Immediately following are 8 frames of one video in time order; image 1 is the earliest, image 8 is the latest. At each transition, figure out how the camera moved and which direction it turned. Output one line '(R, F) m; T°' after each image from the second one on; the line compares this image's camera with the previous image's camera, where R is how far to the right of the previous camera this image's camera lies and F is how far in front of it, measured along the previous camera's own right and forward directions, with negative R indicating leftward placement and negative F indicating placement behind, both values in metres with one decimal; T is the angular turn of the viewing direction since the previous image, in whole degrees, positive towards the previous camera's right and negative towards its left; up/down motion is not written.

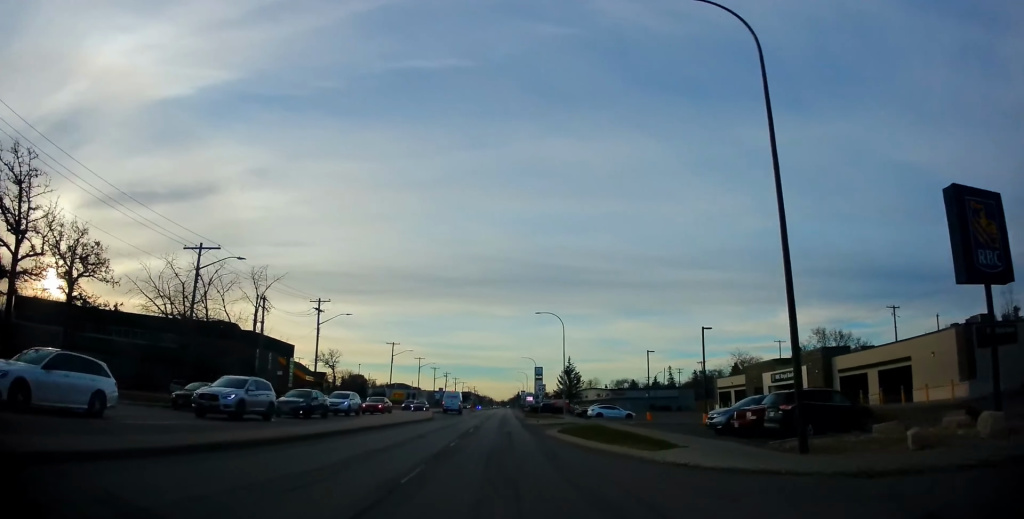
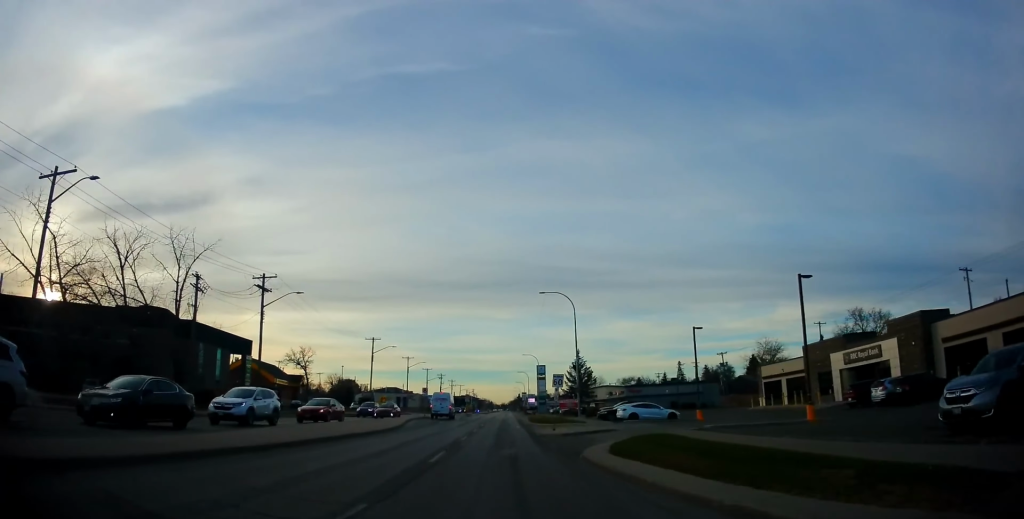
(+0.1, +14.2) m; 0°
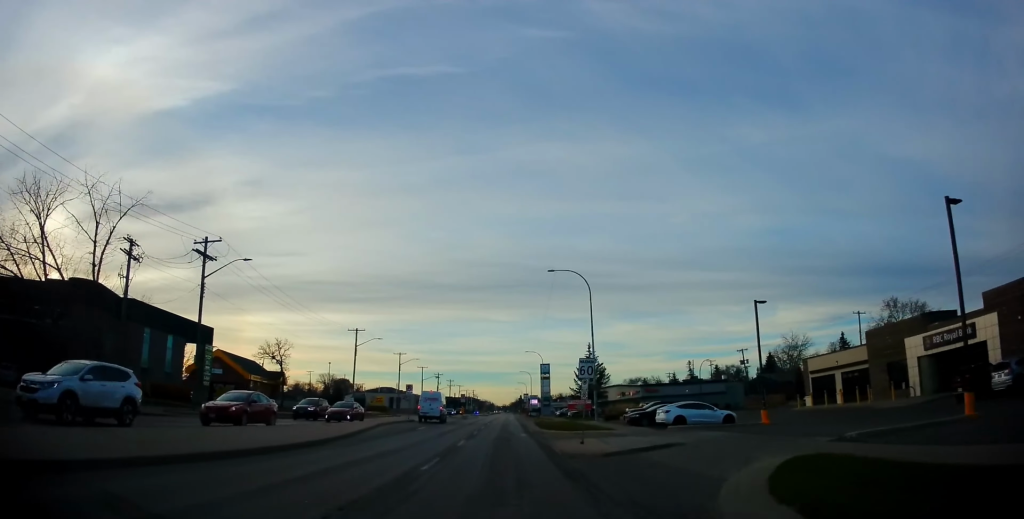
(-0.2, +10.5) m; 0°
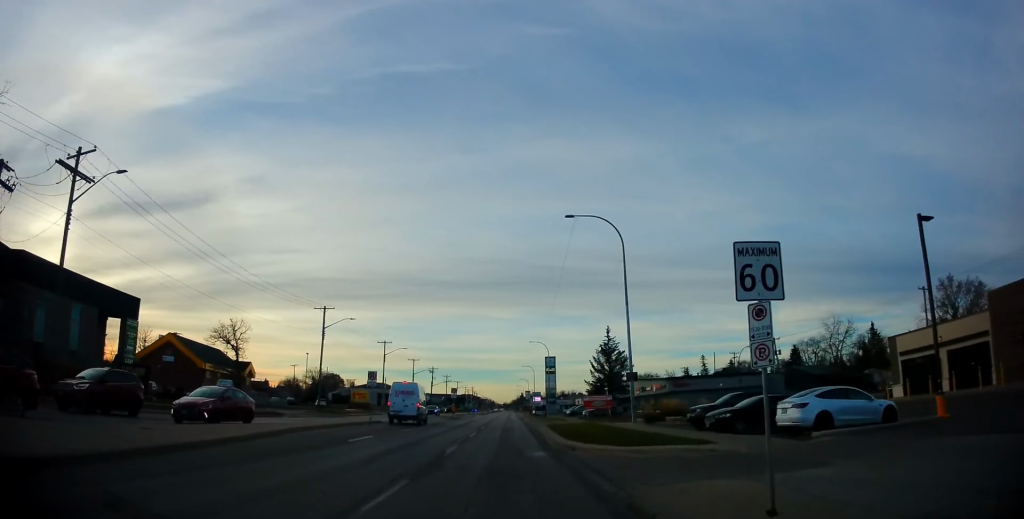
(+0.1, +14.3) m; +1°
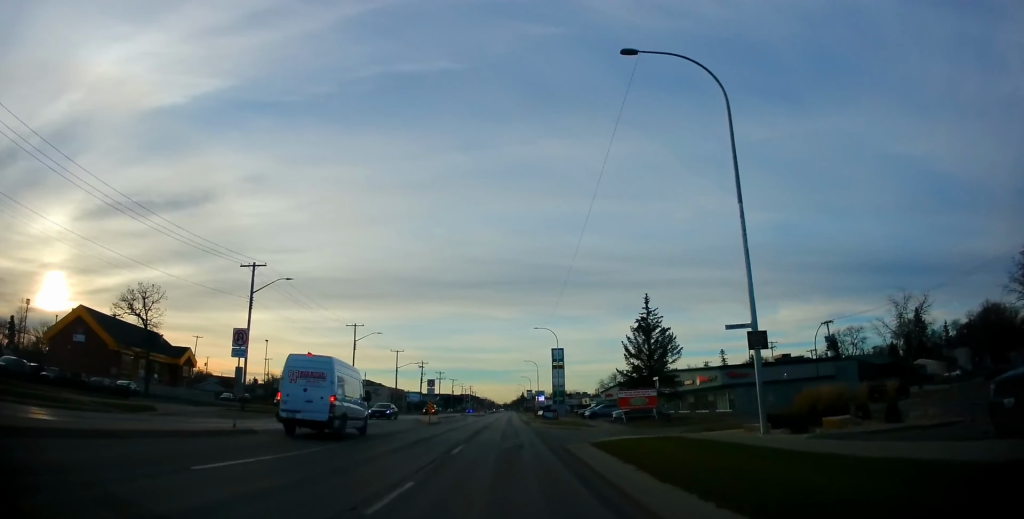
(+0.2, +18.7) m; 0°
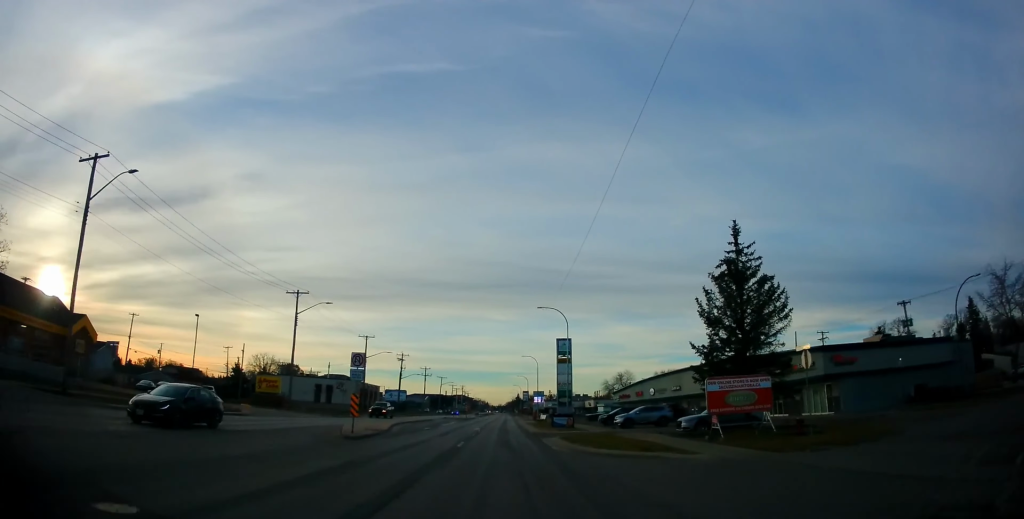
(-0.1, +20.3) m; -1°
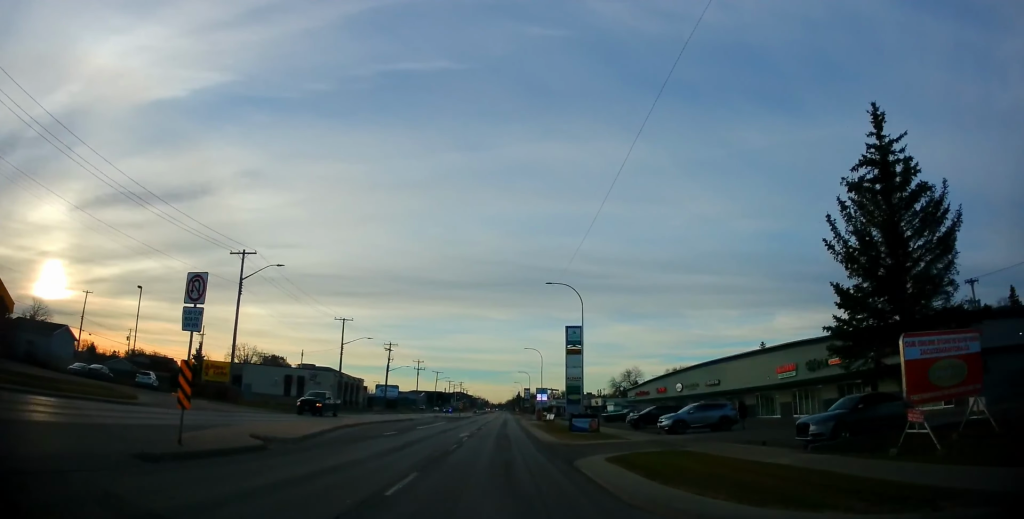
(-0.1, +12.5) m; 0°
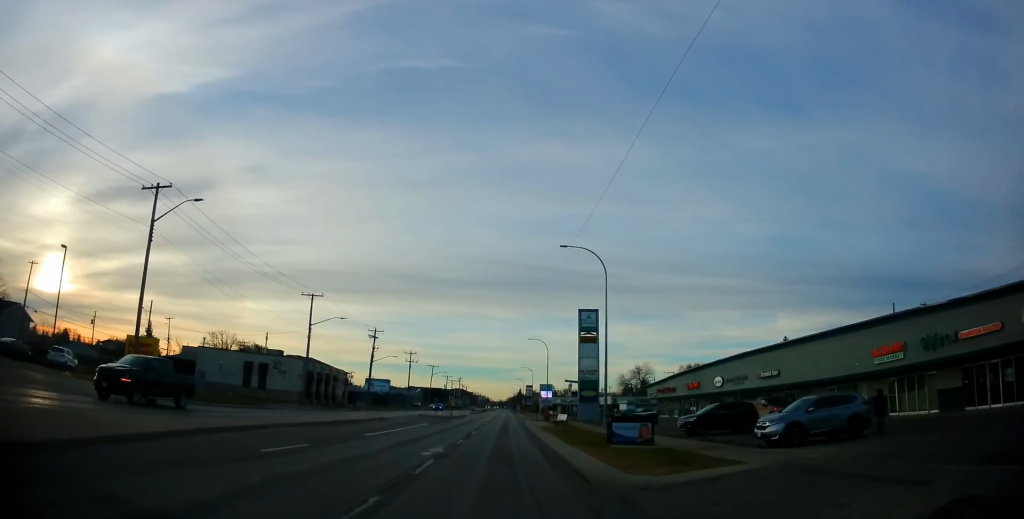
(-0.1, +12.5) m; 0°
